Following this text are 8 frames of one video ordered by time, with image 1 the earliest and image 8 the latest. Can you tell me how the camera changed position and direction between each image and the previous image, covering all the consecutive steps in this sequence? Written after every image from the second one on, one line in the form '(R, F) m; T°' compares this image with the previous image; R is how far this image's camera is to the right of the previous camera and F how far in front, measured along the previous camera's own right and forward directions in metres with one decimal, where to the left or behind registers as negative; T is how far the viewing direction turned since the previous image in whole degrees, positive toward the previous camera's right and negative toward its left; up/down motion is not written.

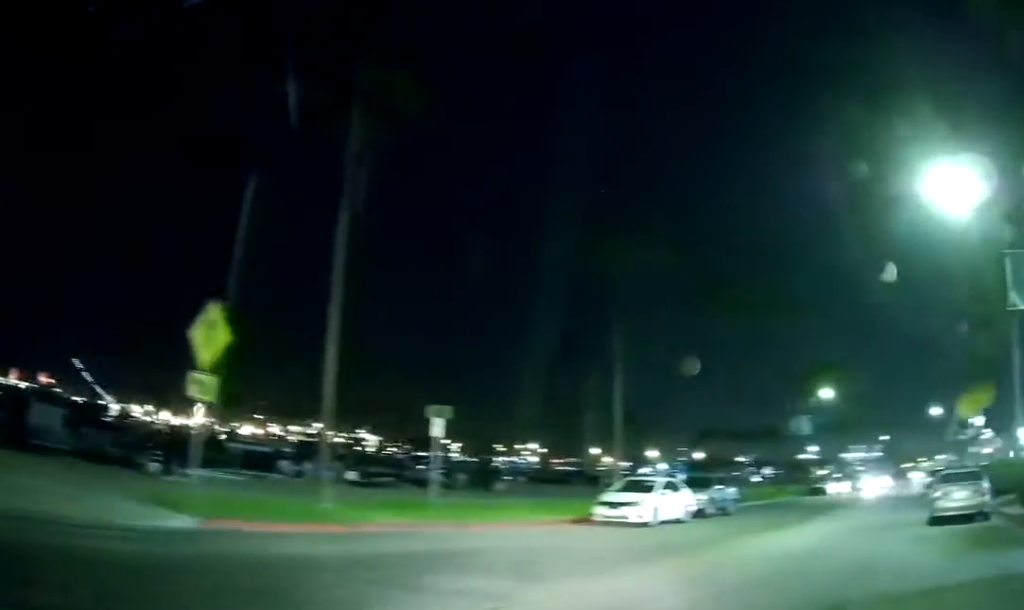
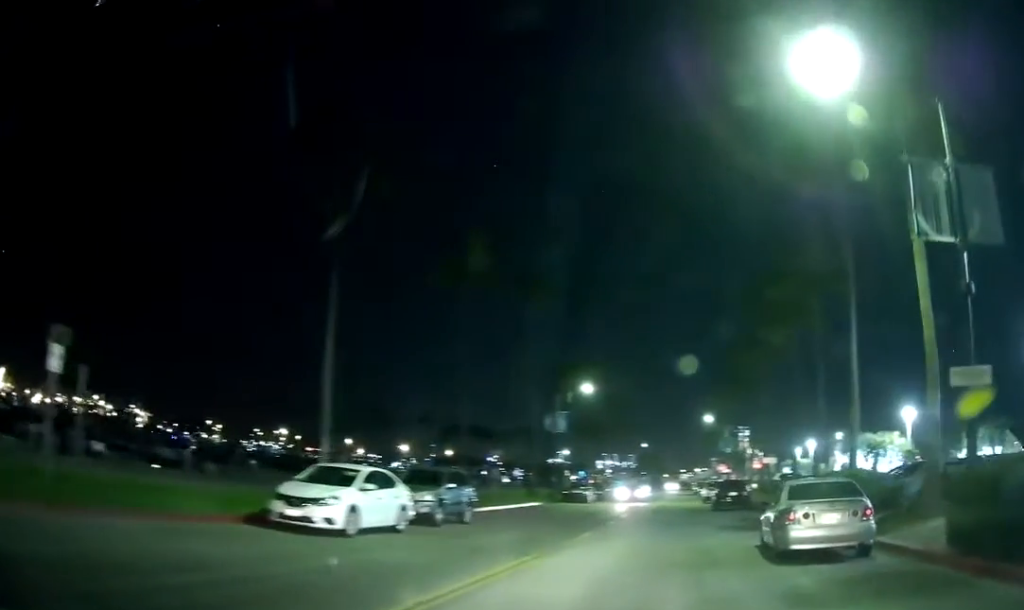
(+1.7, +7.3) m; +16°
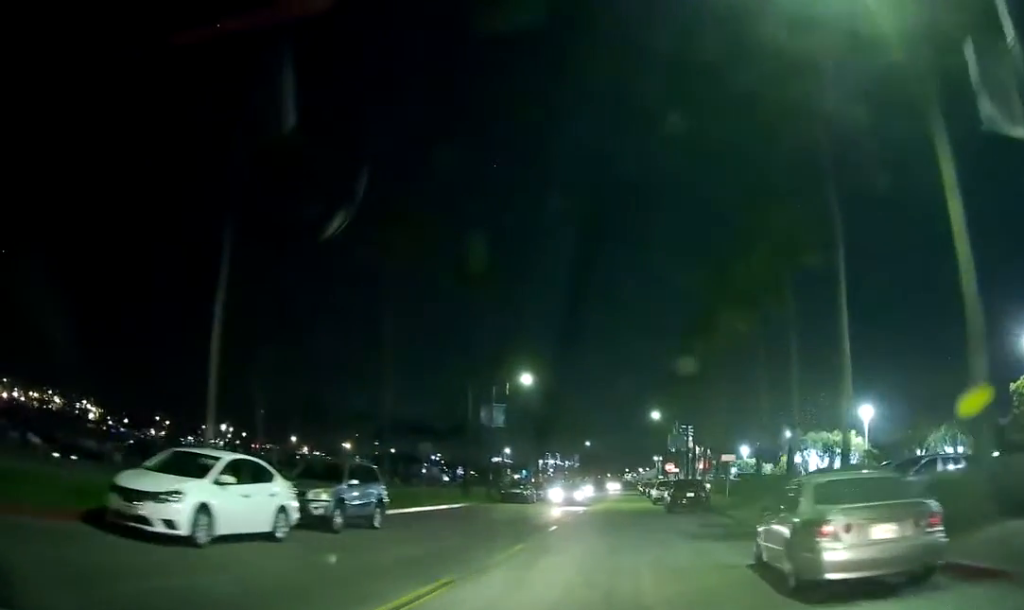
(0.0, +4.5) m; +2°
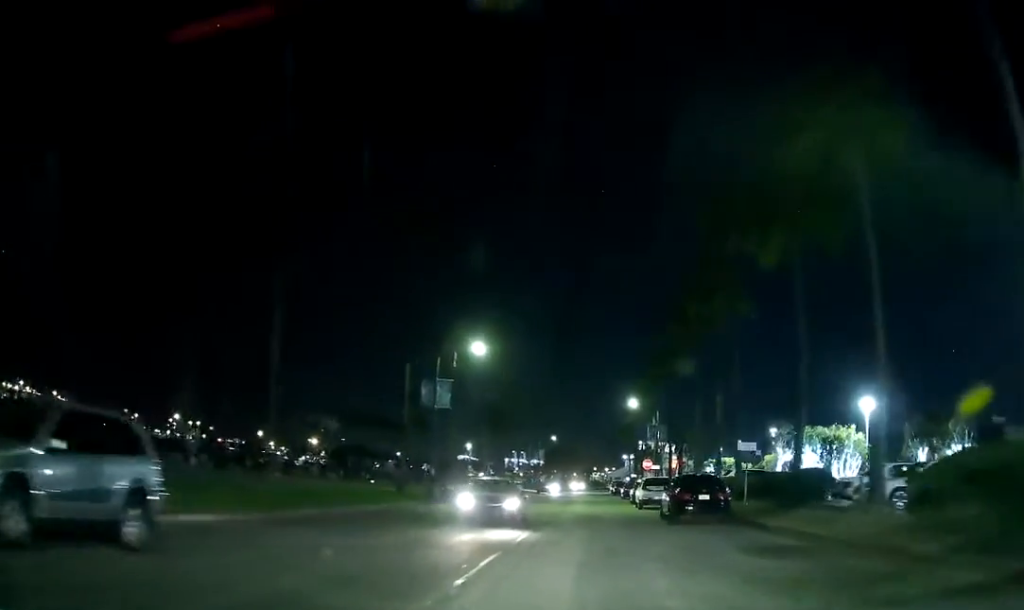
(+0.5, +10.1) m; +5°
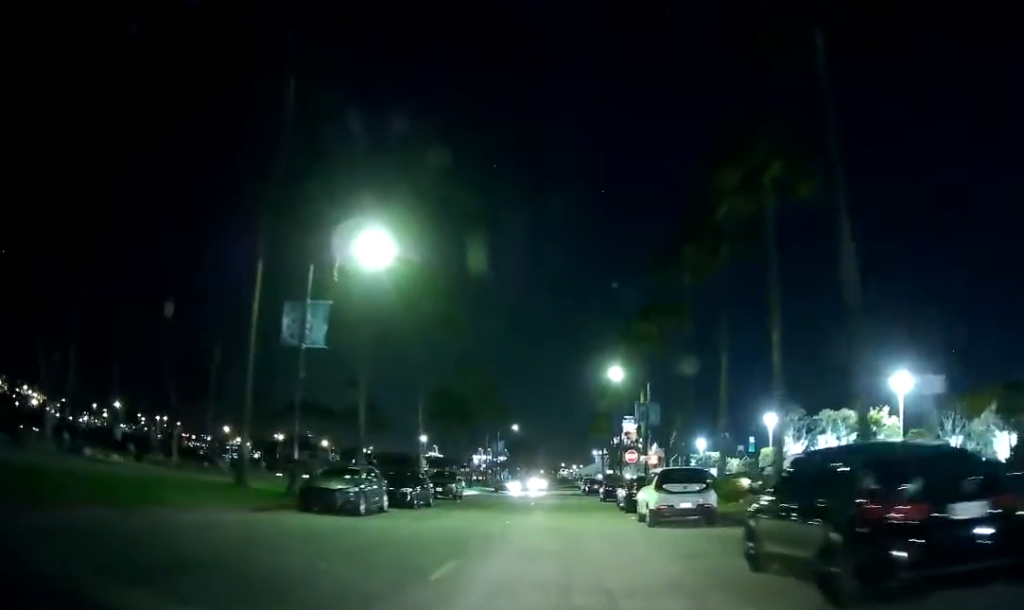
(0.0, +16.4) m; 0°
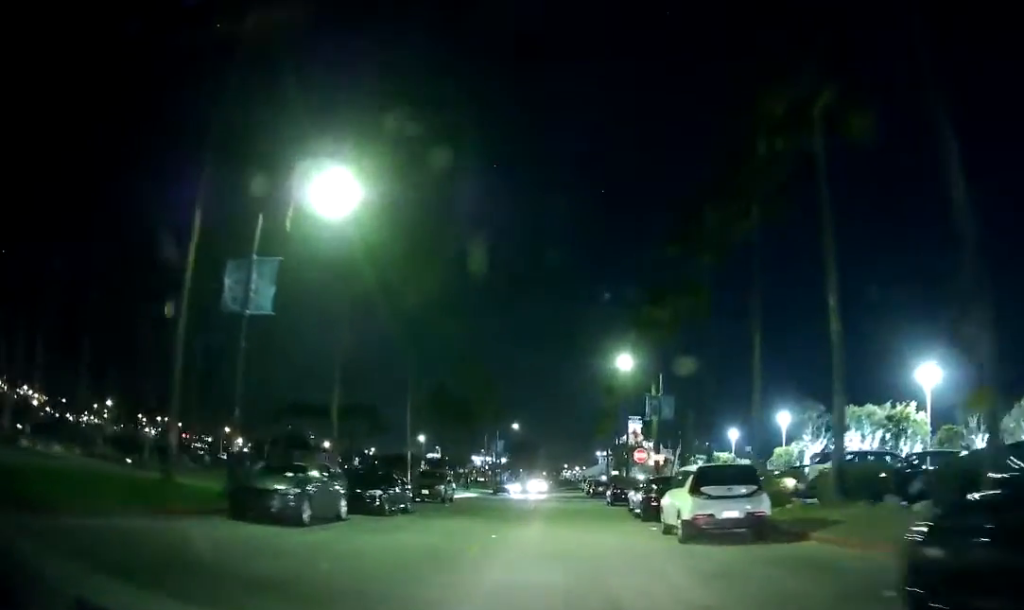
(0.0, +5.0) m; +1°
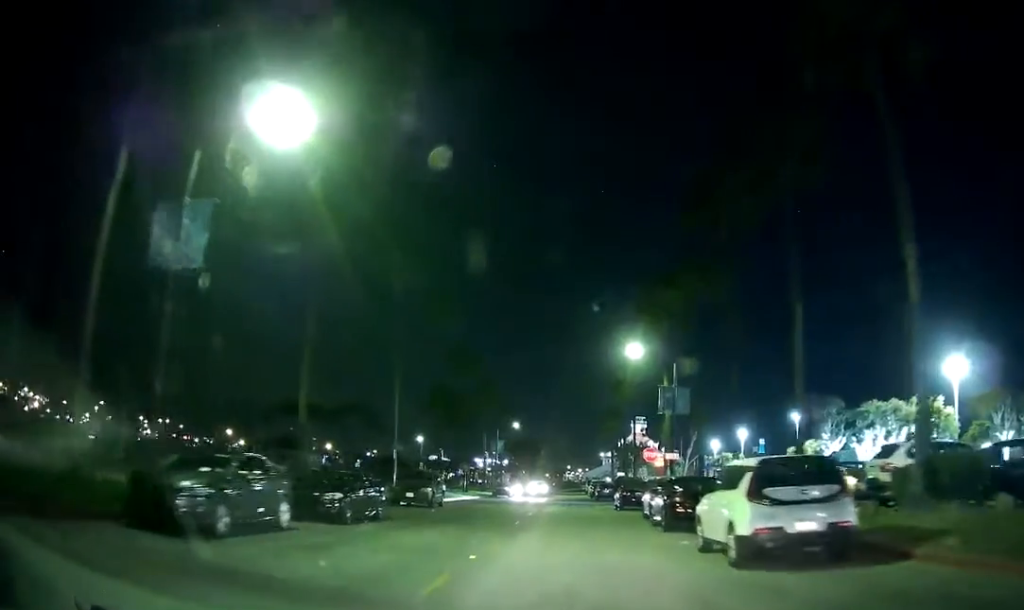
(0.0, +4.7) m; +1°
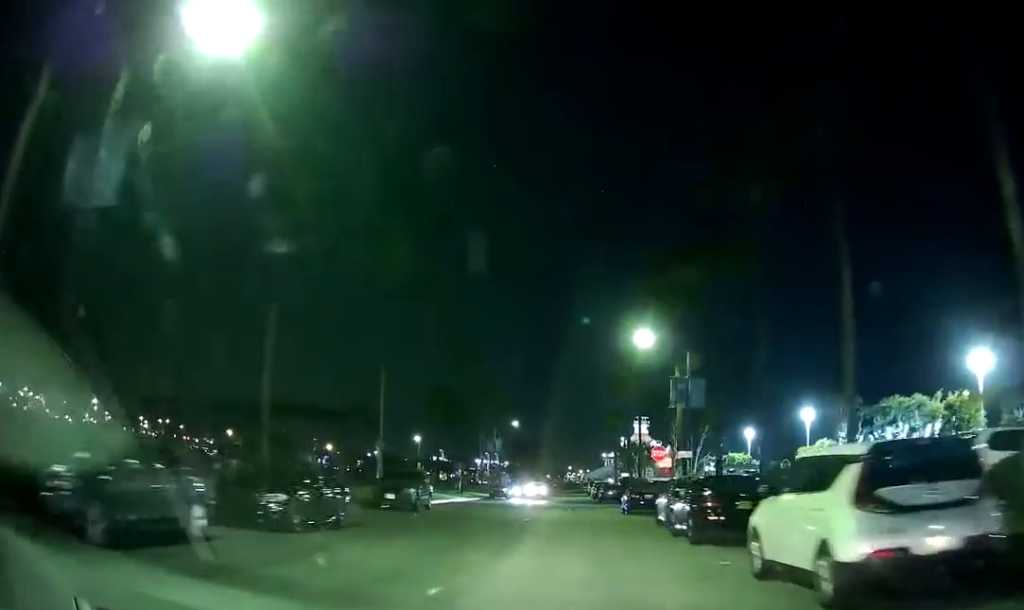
(+0.1, +3.8) m; 0°
